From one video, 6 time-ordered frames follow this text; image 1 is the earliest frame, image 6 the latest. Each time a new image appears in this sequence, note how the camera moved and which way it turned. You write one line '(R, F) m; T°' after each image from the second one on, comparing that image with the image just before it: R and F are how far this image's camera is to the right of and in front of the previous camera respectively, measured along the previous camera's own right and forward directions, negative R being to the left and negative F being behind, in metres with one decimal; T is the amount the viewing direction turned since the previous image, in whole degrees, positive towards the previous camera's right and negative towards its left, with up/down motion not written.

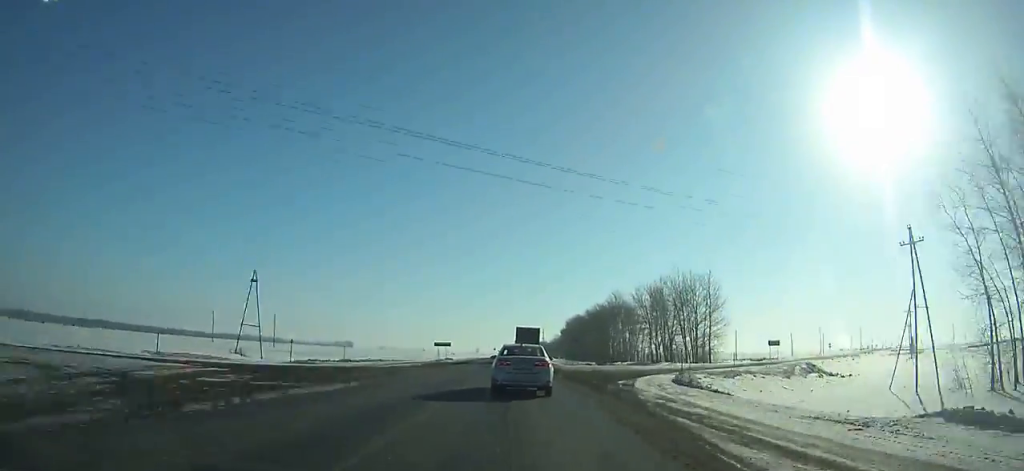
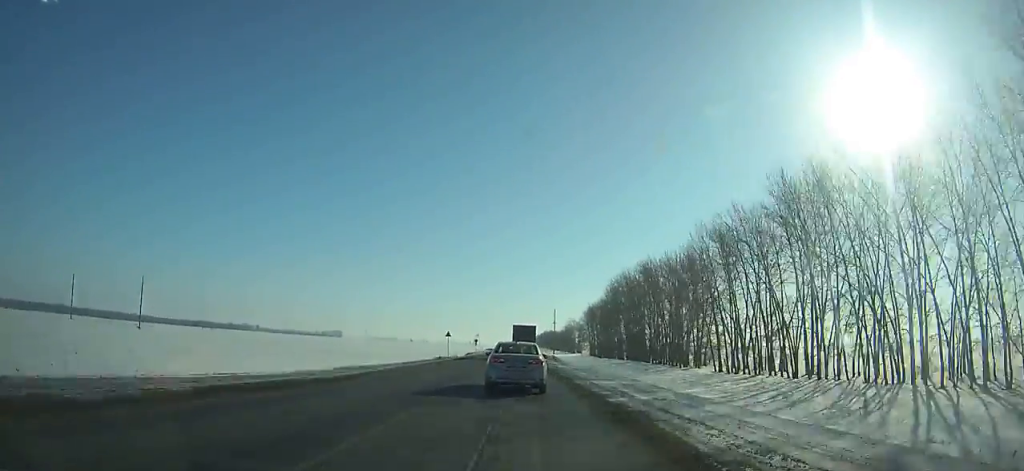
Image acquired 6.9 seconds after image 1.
(-0.7, +127.8) m; -1°
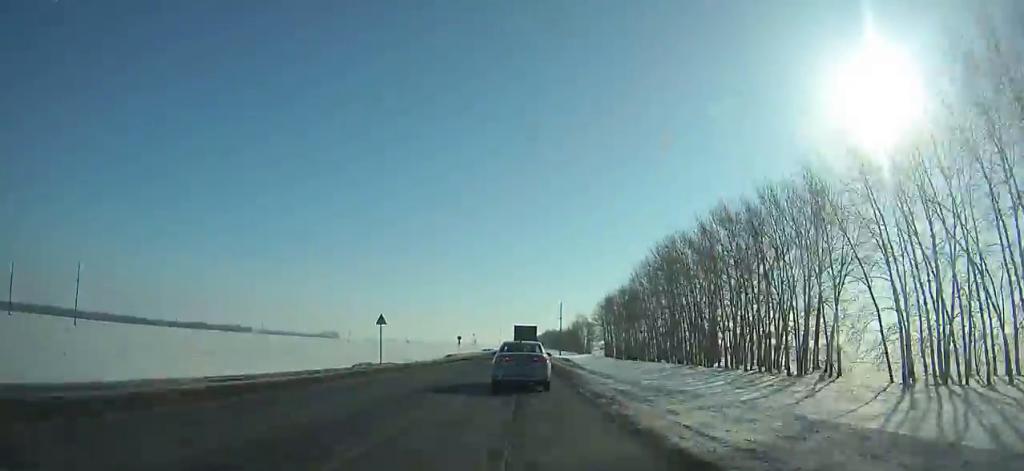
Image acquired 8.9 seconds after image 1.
(0.0, +37.0) m; 0°
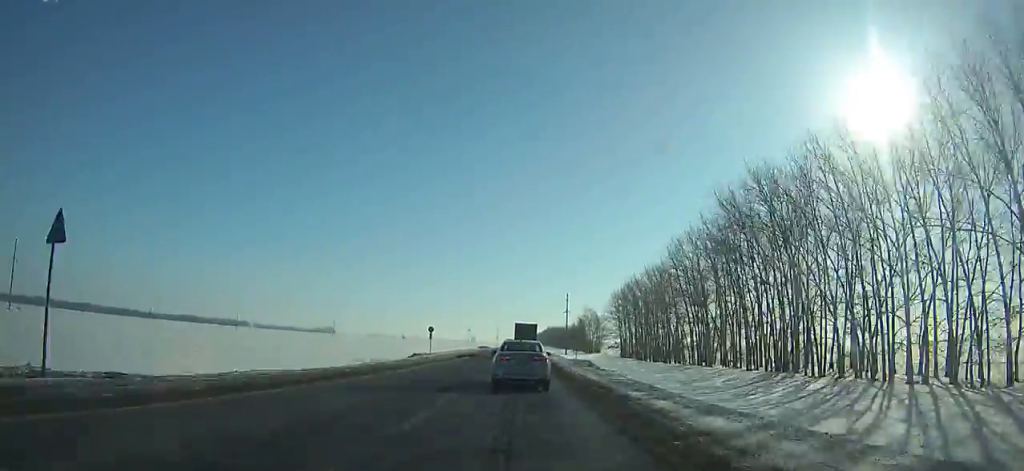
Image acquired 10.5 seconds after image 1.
(0.0, +29.7) m; 0°
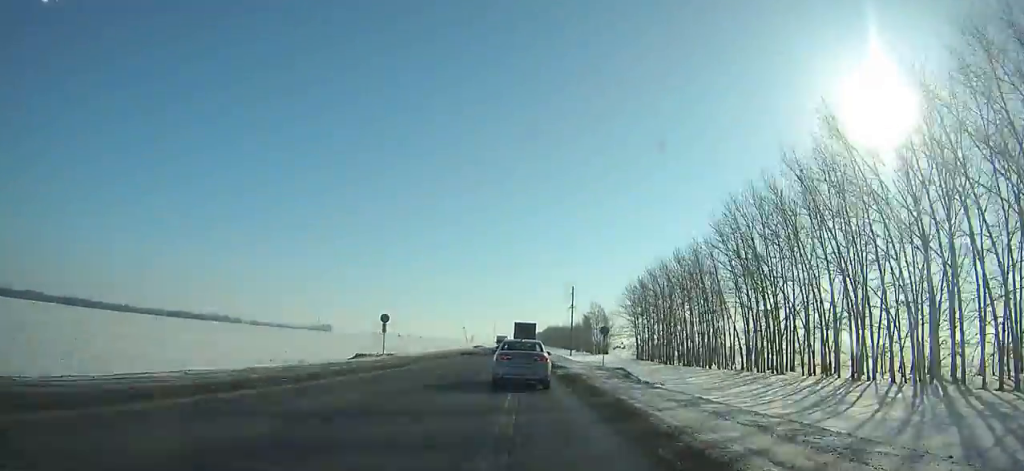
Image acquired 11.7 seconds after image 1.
(0.0, +22.3) m; 0°
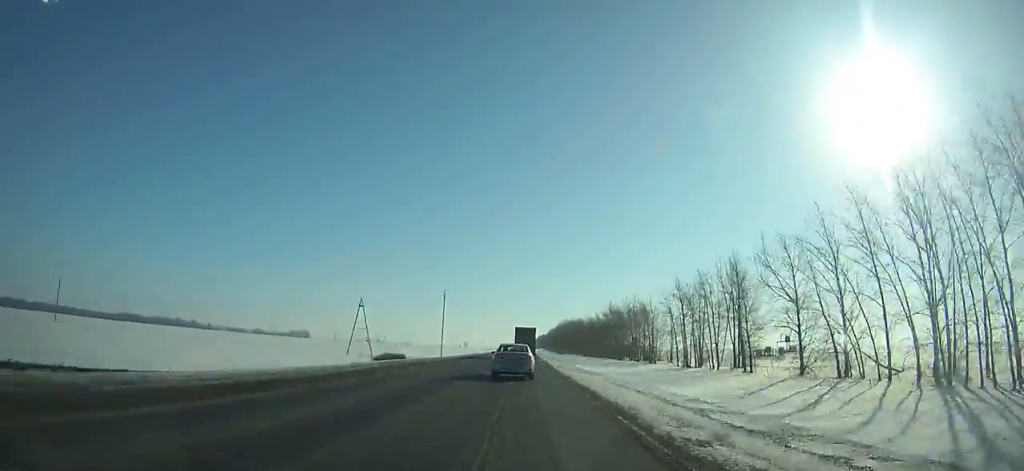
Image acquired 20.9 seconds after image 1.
(+0.4, +178.1) m; 0°
